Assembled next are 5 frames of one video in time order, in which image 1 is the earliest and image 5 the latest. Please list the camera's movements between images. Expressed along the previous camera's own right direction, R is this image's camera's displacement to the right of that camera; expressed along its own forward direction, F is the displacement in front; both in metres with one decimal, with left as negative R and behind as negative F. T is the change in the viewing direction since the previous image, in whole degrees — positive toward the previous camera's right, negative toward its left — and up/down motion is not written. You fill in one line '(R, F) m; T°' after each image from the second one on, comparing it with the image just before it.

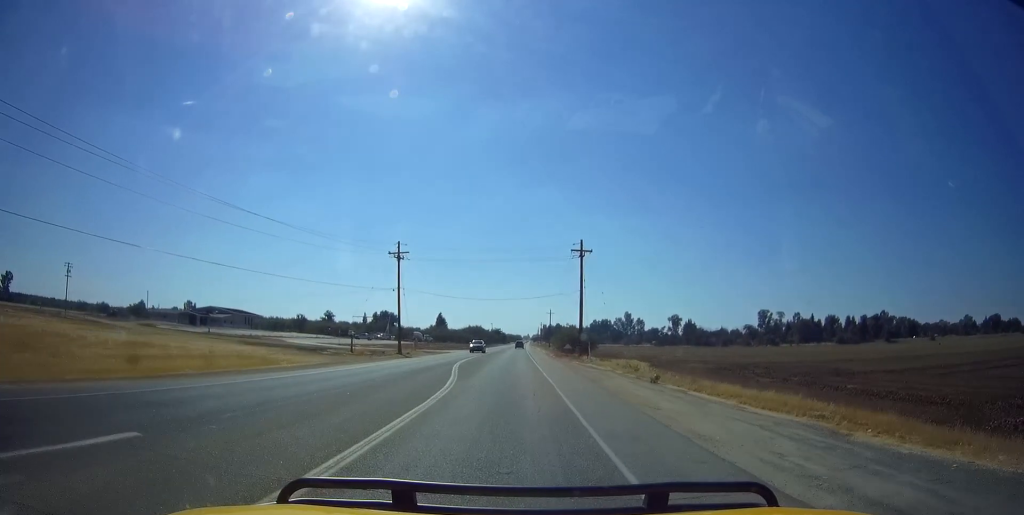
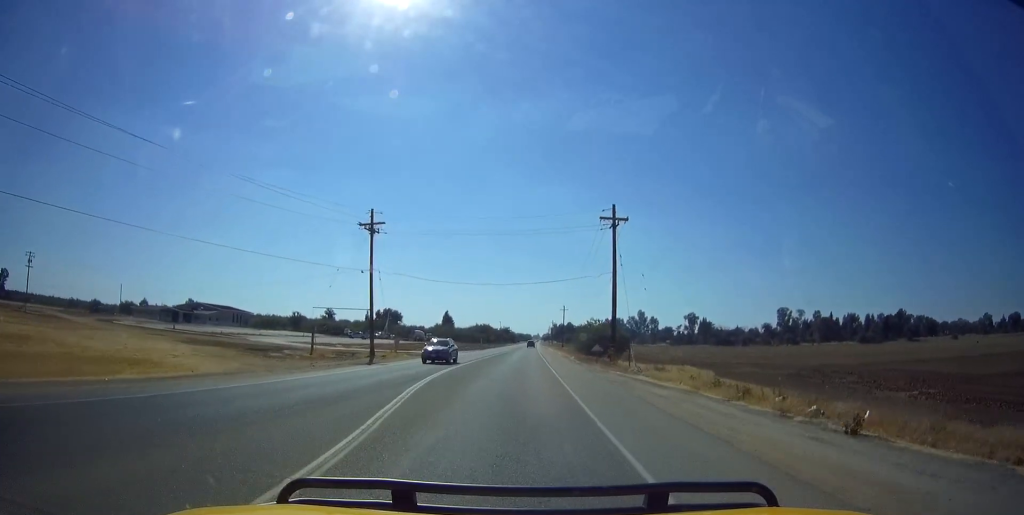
(+0.2, +14.8) m; 0°
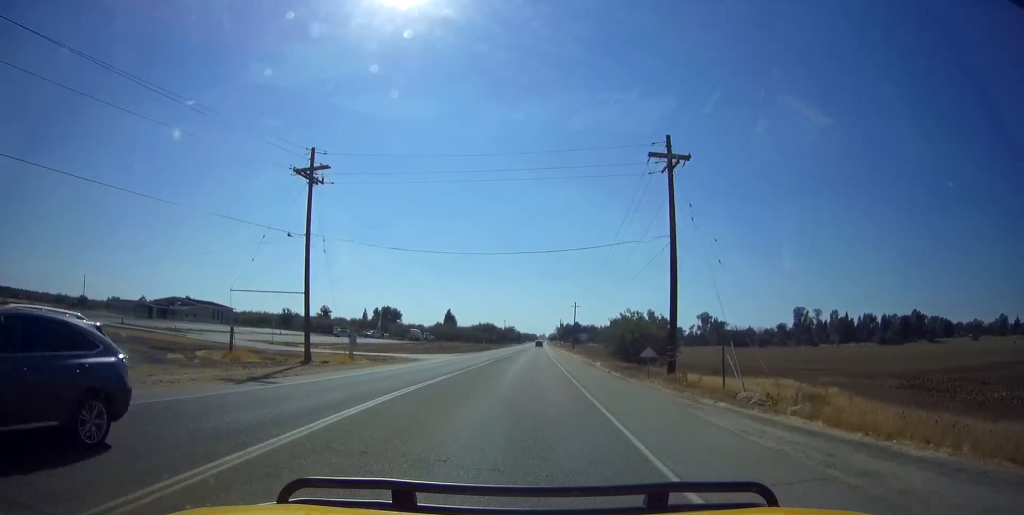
(-0.2, +15.0) m; -3°
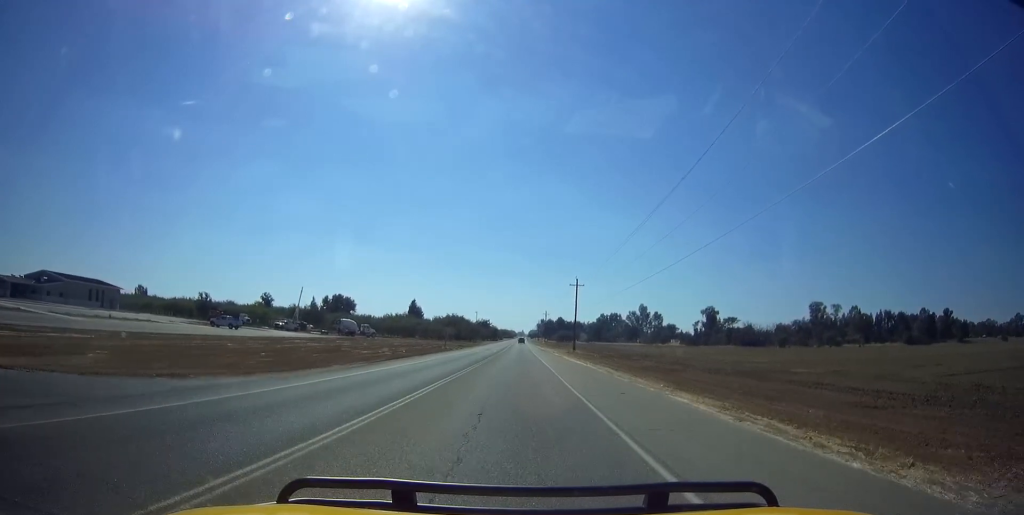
(+0.8, +45.2) m; +2°
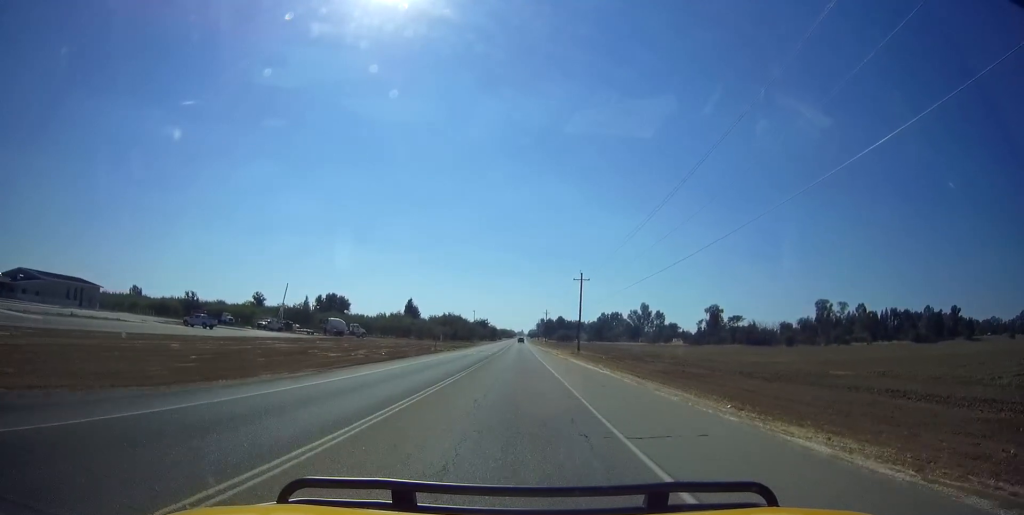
(0.0, +7.3) m; 0°
